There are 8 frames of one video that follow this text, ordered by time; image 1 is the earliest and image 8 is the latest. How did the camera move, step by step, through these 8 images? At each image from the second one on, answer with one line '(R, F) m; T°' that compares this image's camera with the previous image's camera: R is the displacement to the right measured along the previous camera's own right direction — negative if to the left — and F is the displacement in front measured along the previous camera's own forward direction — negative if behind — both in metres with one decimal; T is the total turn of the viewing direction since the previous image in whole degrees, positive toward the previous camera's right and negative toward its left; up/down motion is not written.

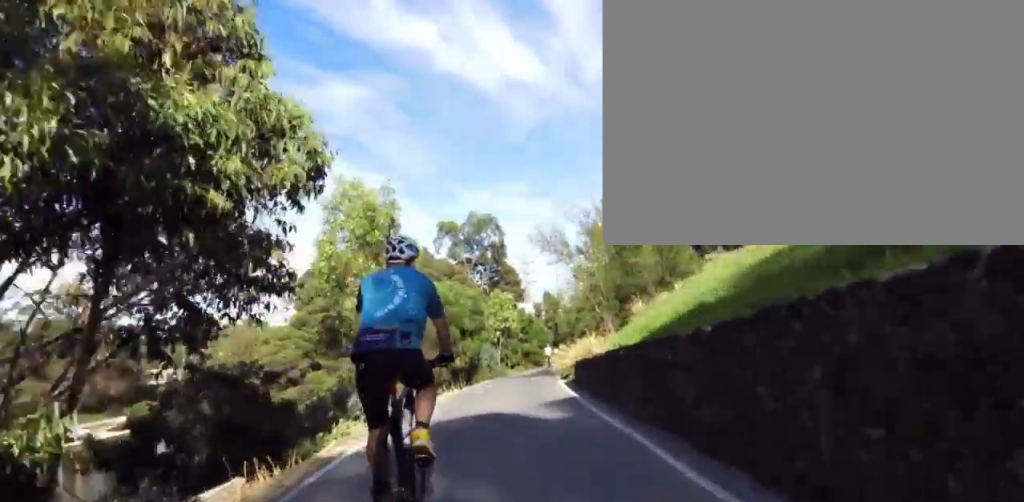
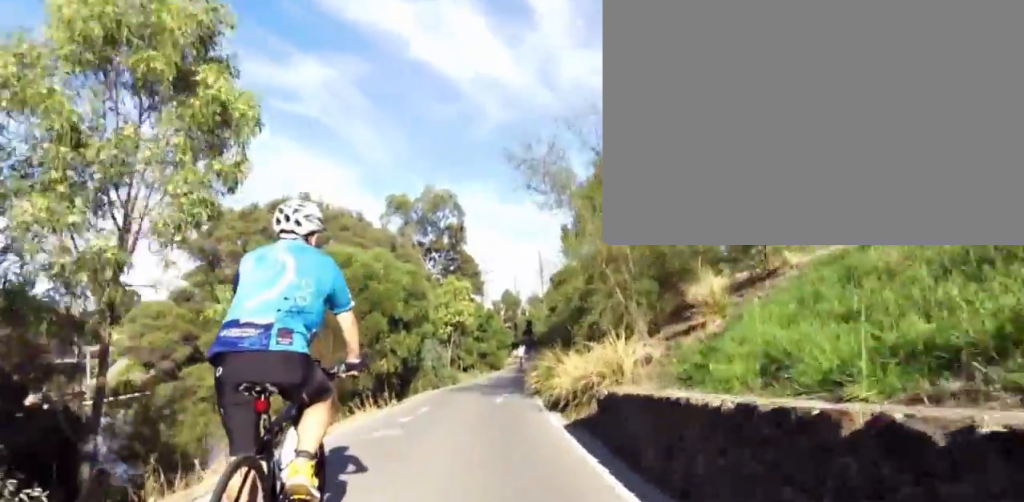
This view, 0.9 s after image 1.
(+1.4, +7.5) m; 0°
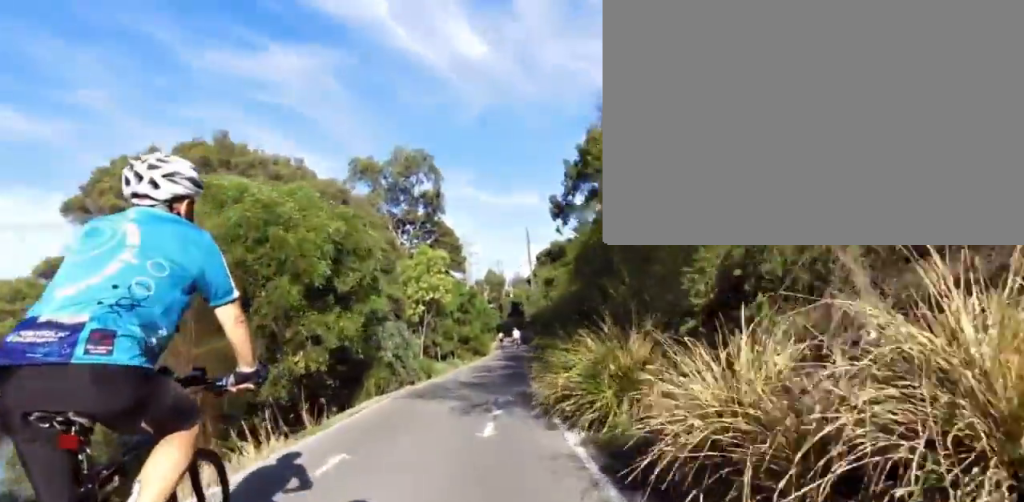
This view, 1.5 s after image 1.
(-0.8, +6.3) m; +4°
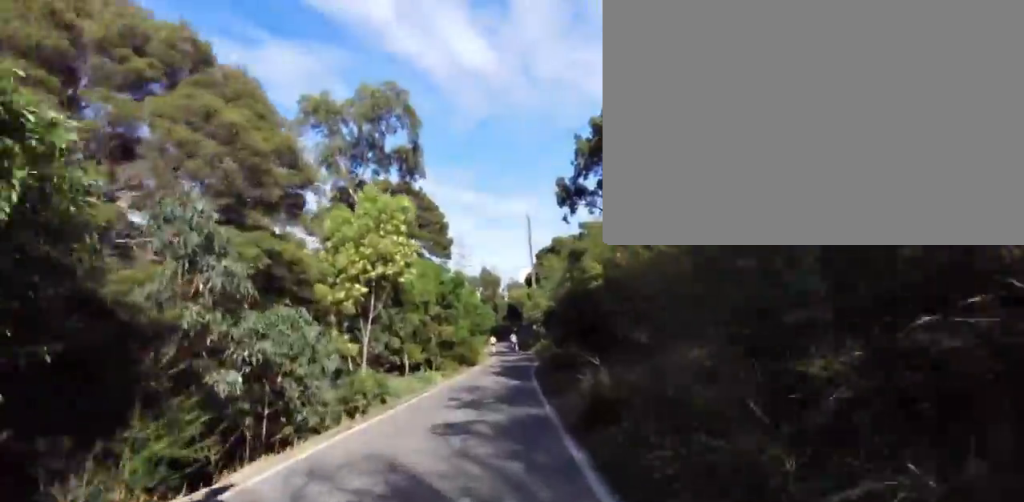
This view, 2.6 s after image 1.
(+1.2, +10.3) m; +8°
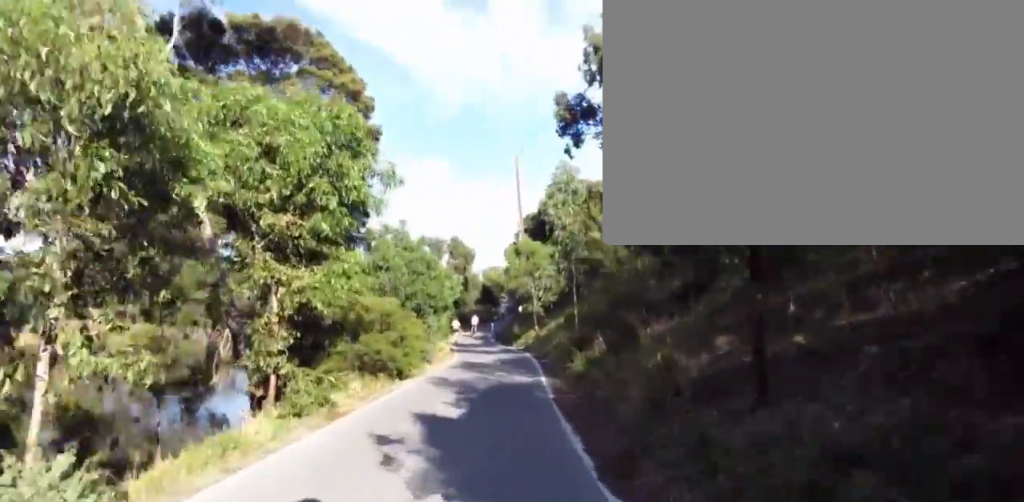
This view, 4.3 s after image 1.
(-0.4, +18.9) m; -5°
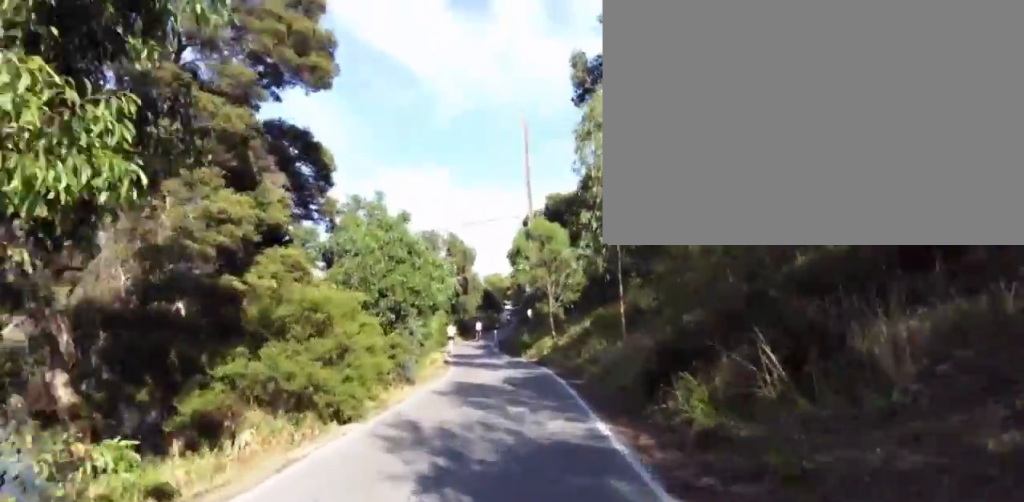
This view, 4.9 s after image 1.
(0.0, +6.7) m; -1°
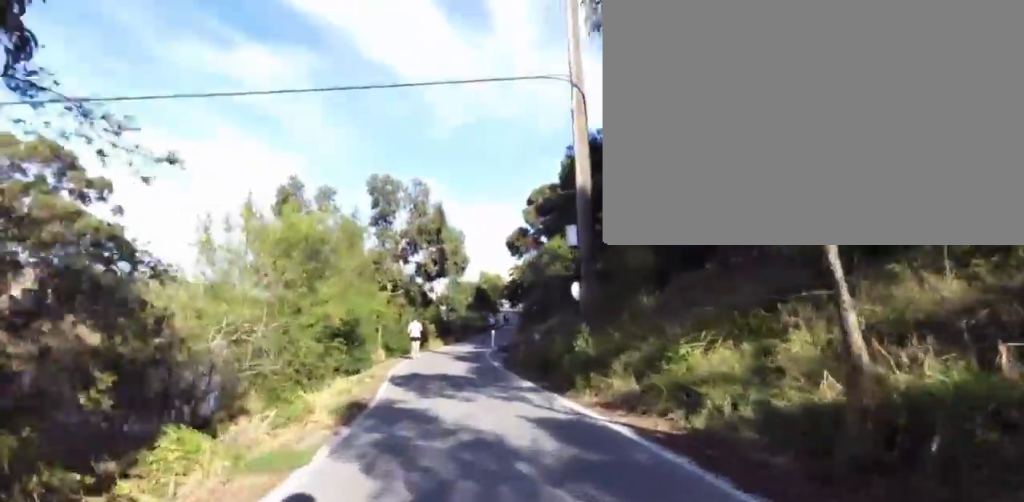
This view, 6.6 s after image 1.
(-0.1, +18.5) m; +1°
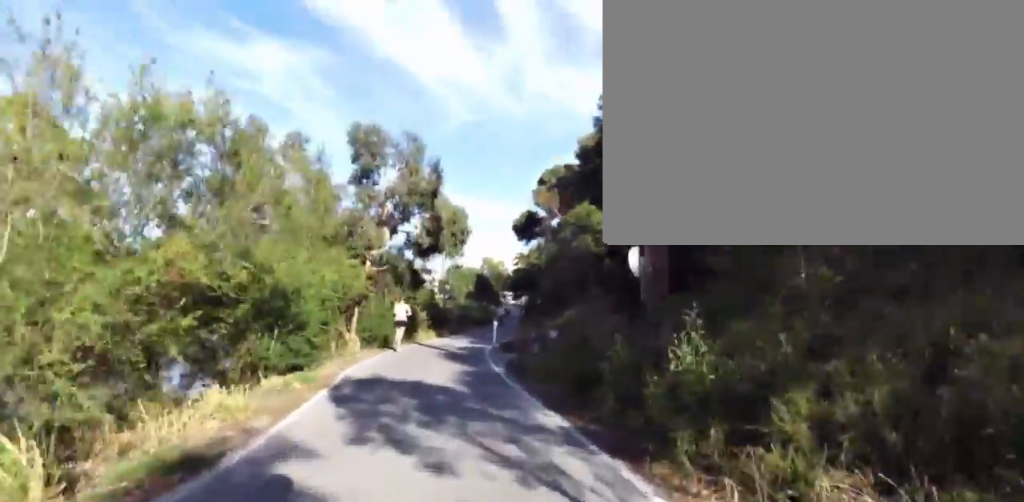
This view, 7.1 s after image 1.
(0.0, +5.2) m; 0°
